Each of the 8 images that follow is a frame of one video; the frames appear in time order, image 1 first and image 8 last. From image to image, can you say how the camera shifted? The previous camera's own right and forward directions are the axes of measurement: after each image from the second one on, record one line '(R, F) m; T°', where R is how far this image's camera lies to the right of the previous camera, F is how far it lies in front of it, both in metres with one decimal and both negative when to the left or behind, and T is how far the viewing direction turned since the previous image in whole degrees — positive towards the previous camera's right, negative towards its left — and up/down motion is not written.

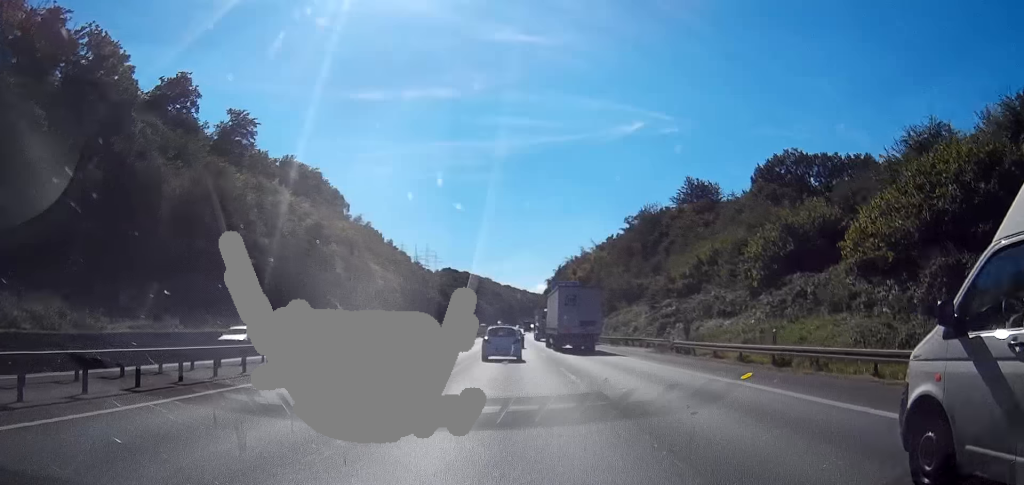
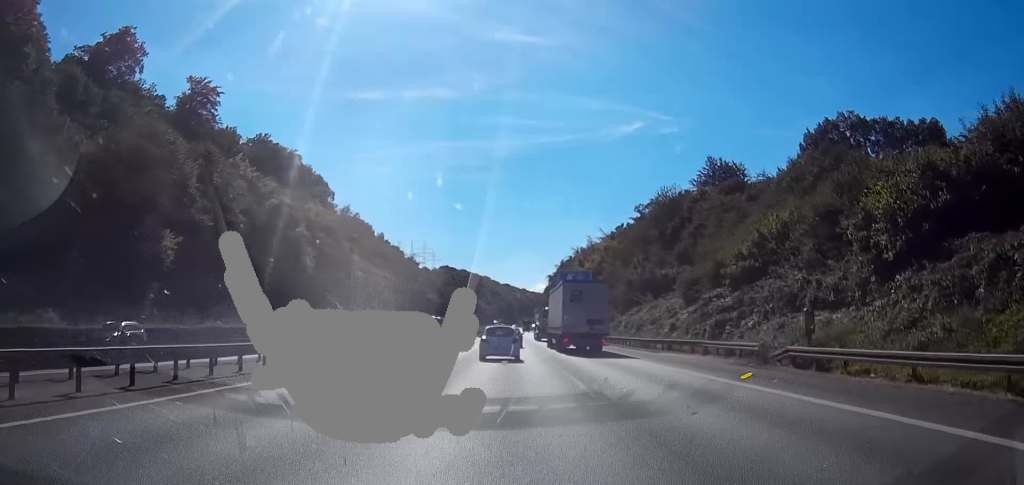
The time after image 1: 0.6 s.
(0.0, +17.9) m; 0°
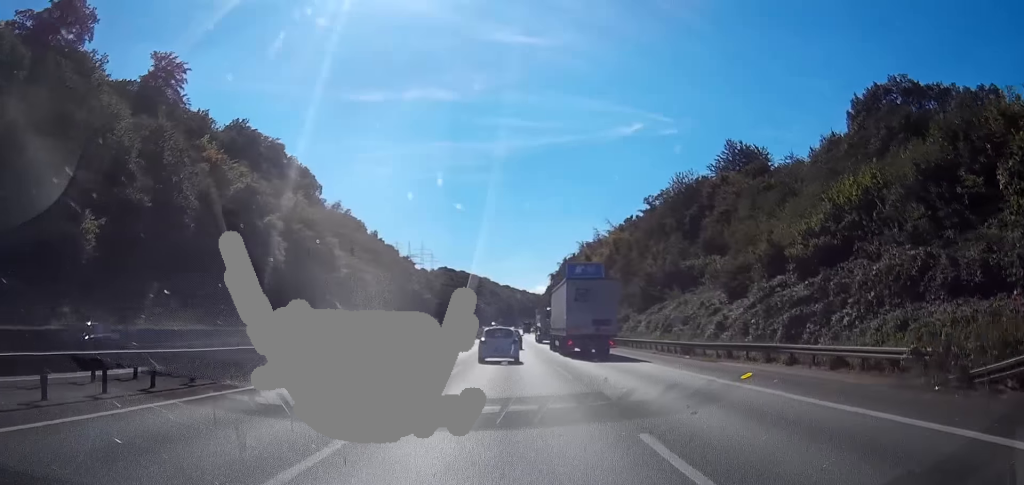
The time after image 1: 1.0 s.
(-0.1, +13.0) m; 0°
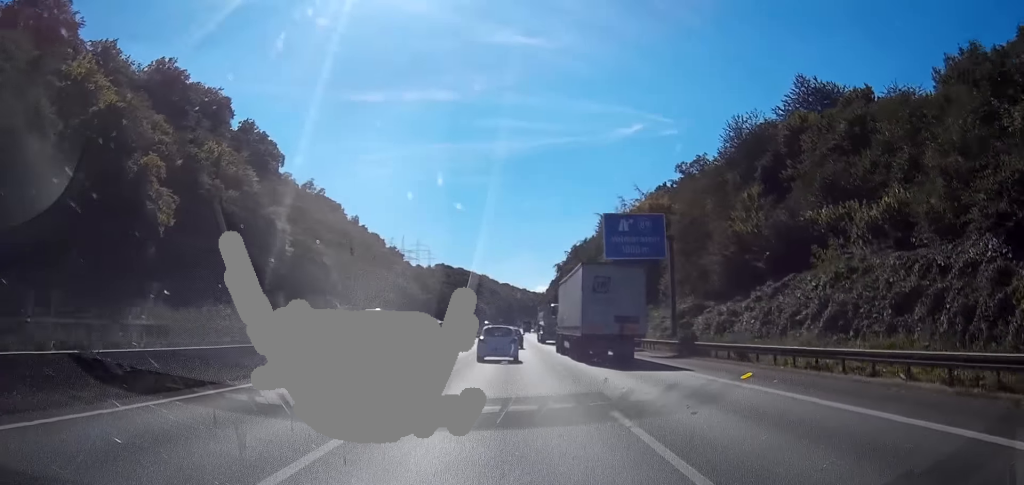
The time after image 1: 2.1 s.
(+0.3, +32.7) m; 0°
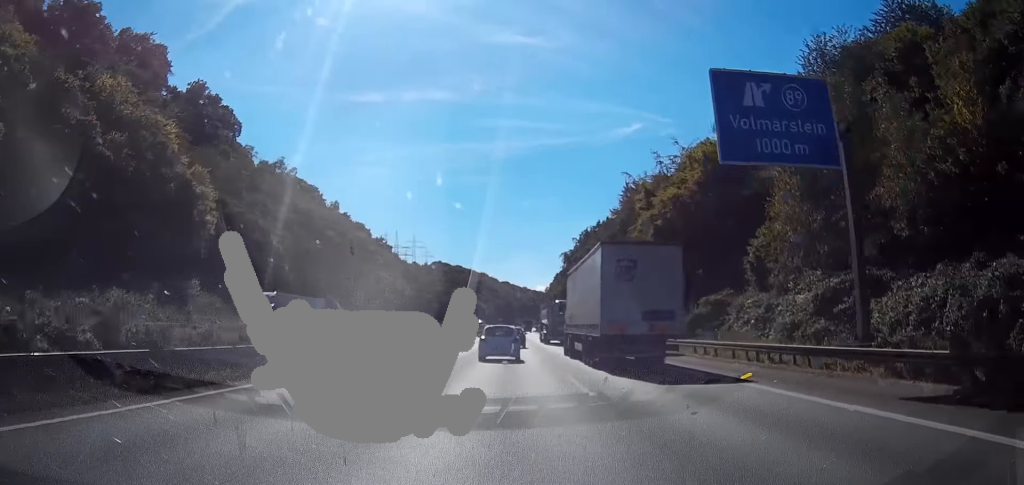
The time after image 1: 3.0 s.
(-0.2, +26.7) m; -1°
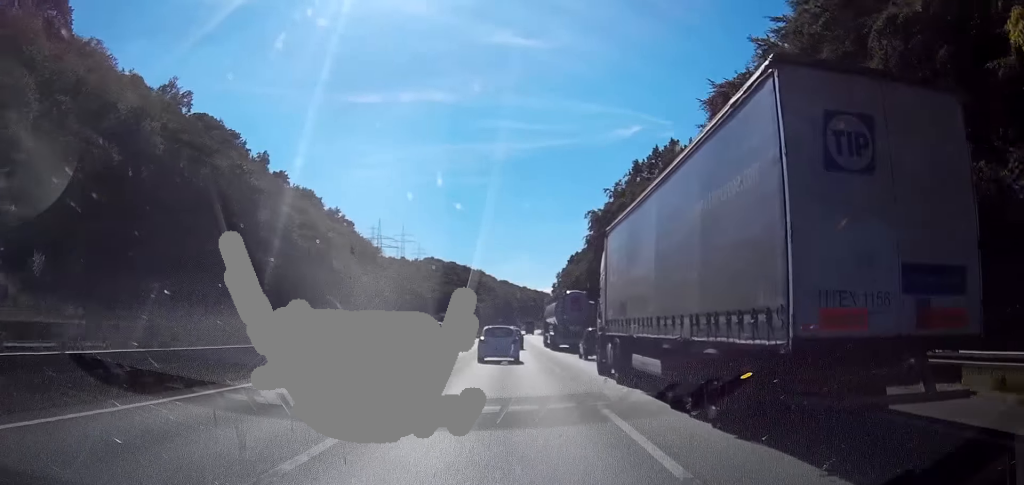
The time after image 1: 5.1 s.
(-0.2, +62.0) m; -1°
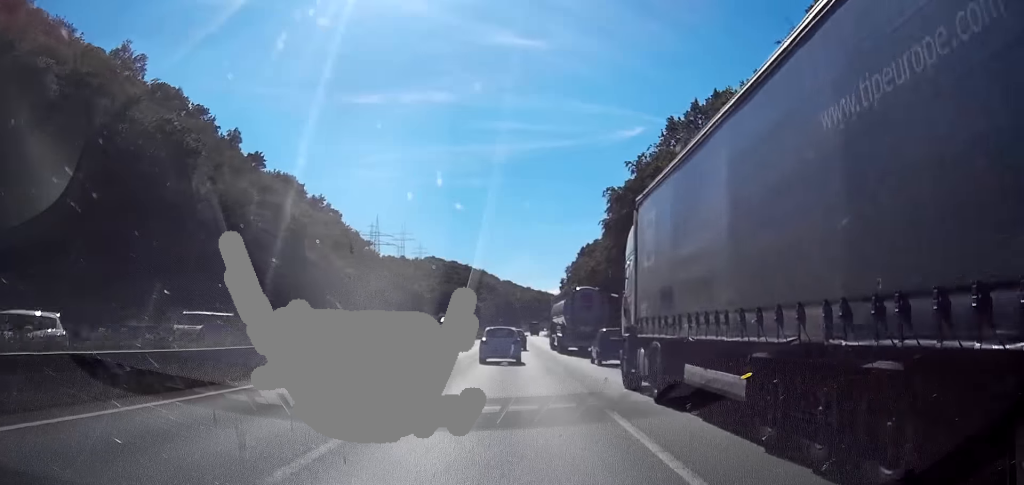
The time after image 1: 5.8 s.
(-0.1, +18.6) m; 0°
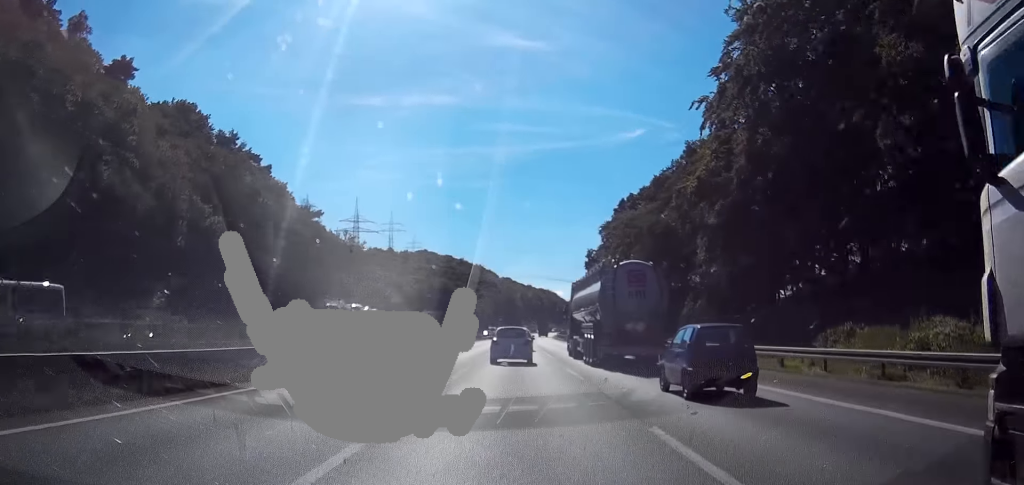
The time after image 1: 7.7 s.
(+0.5, +55.7) m; +1°
